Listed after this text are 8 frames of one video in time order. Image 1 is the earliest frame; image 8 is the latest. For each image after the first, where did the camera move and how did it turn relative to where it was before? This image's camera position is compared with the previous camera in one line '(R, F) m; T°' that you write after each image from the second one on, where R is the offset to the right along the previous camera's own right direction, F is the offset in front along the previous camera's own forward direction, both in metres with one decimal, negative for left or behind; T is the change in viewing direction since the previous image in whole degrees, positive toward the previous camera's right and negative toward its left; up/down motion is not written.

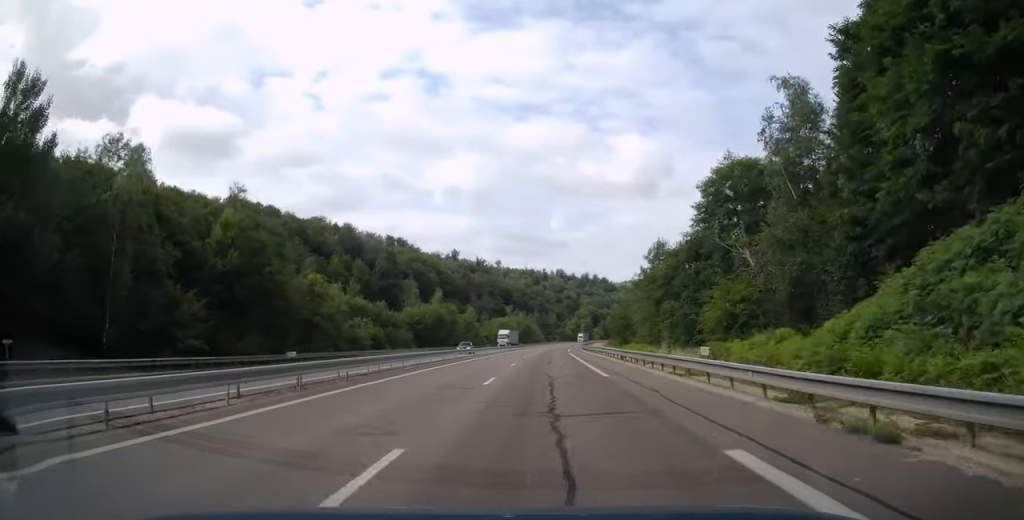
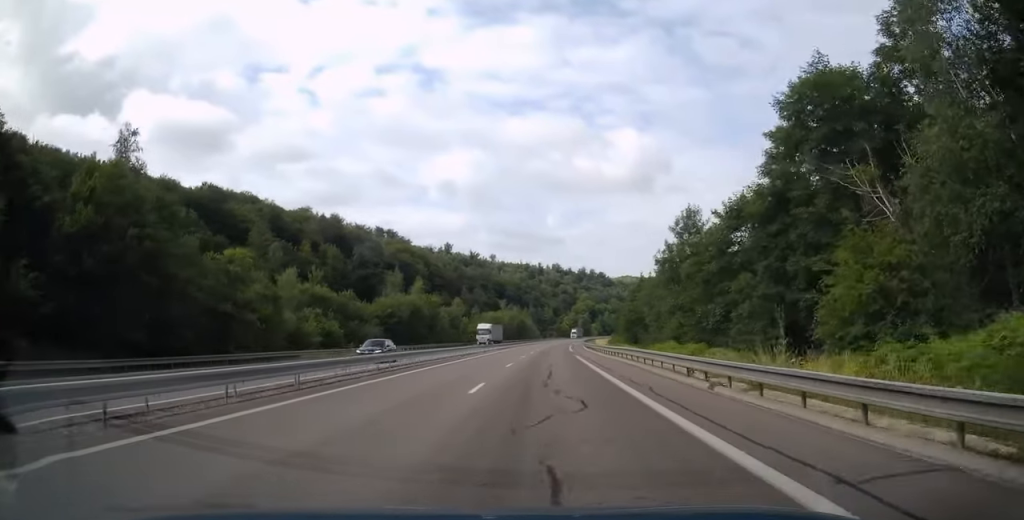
(+0.3, +16.0) m; +1°
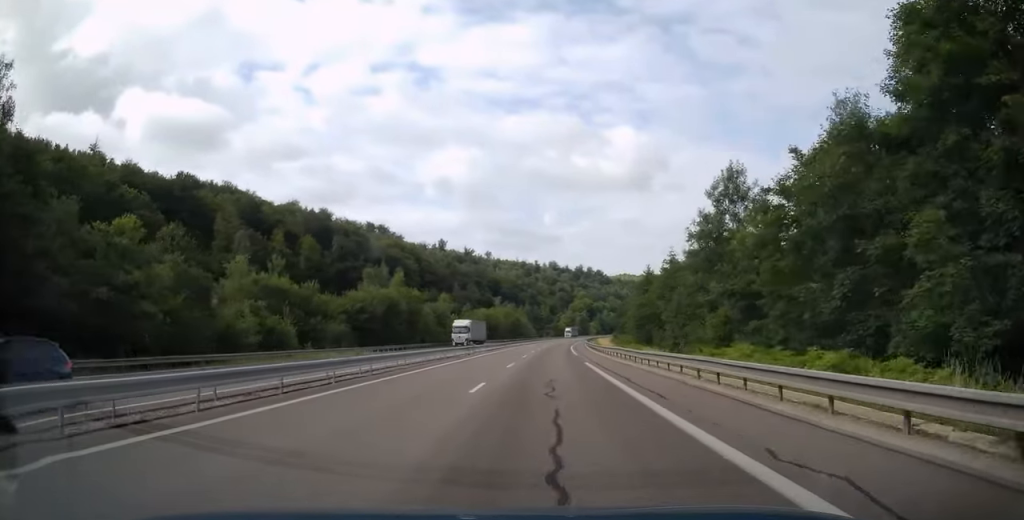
(+0.1, +13.0) m; +1°
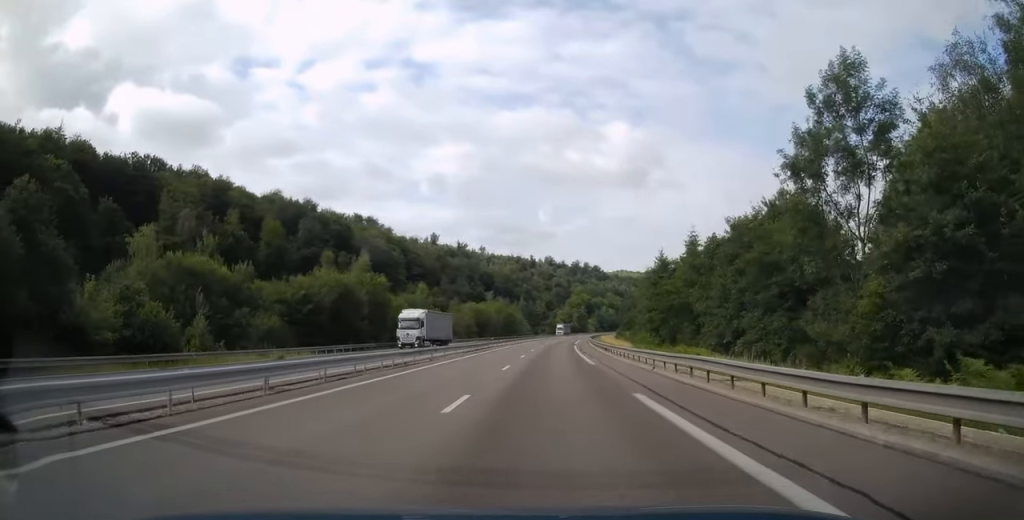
(+0.1, +17.0) m; +1°
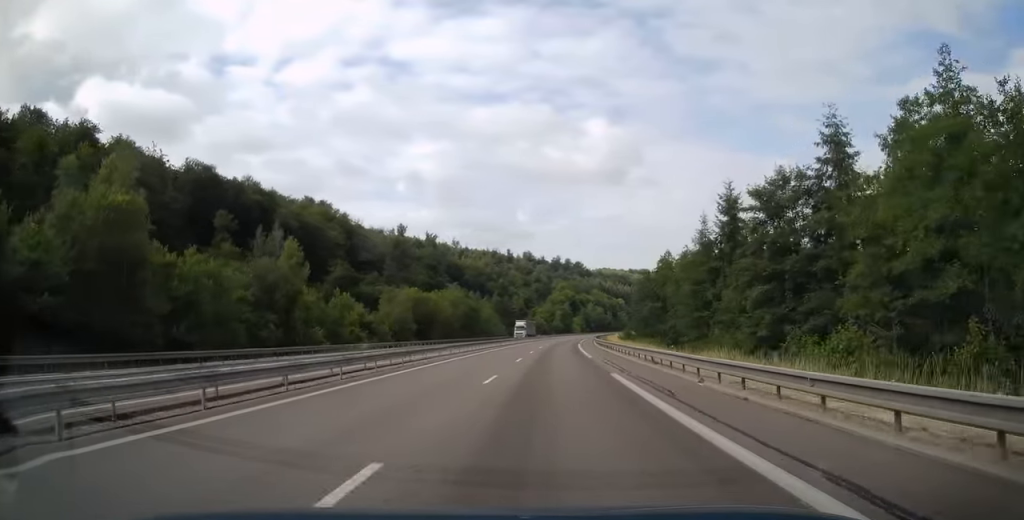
(+1.0, +47.0) m; +3°
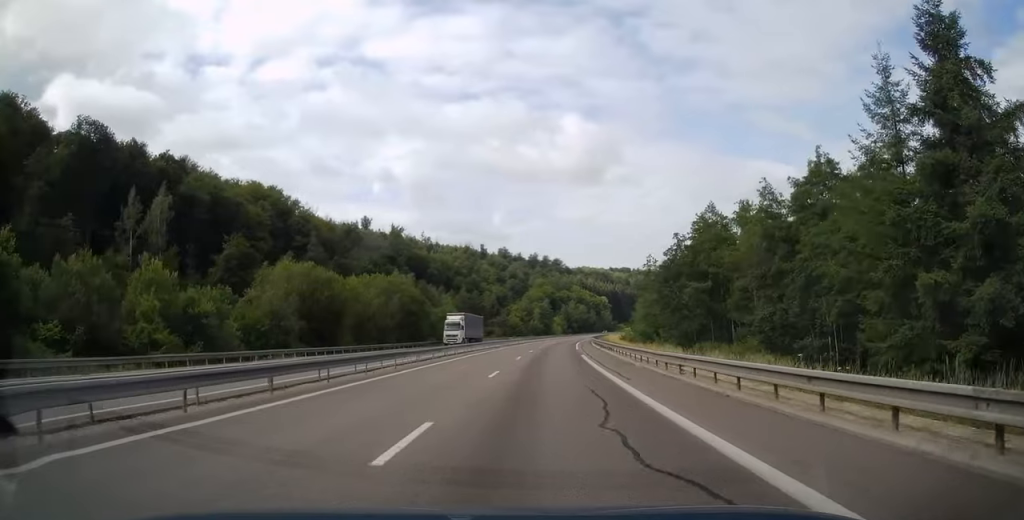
(+0.7, +36.1) m; +2°
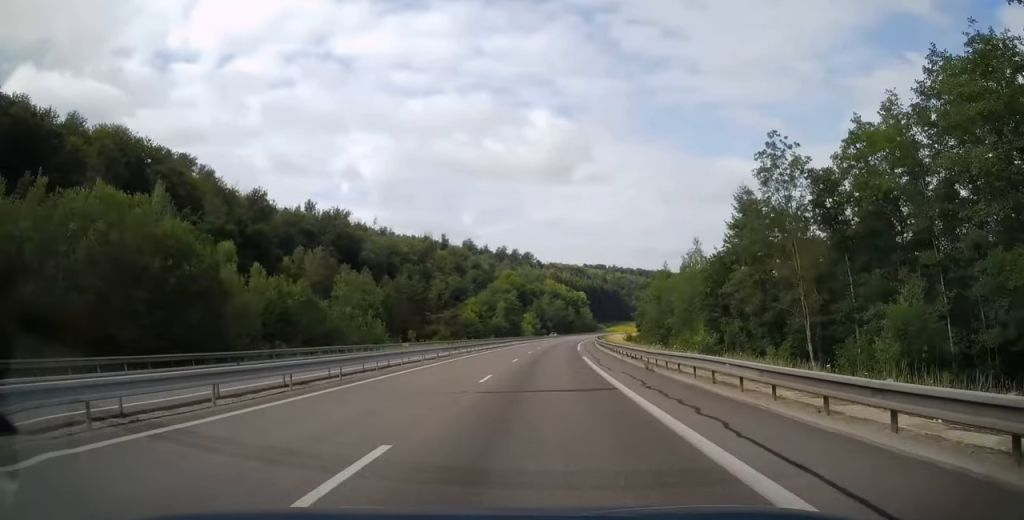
(+1.8, +54.0) m; +4°
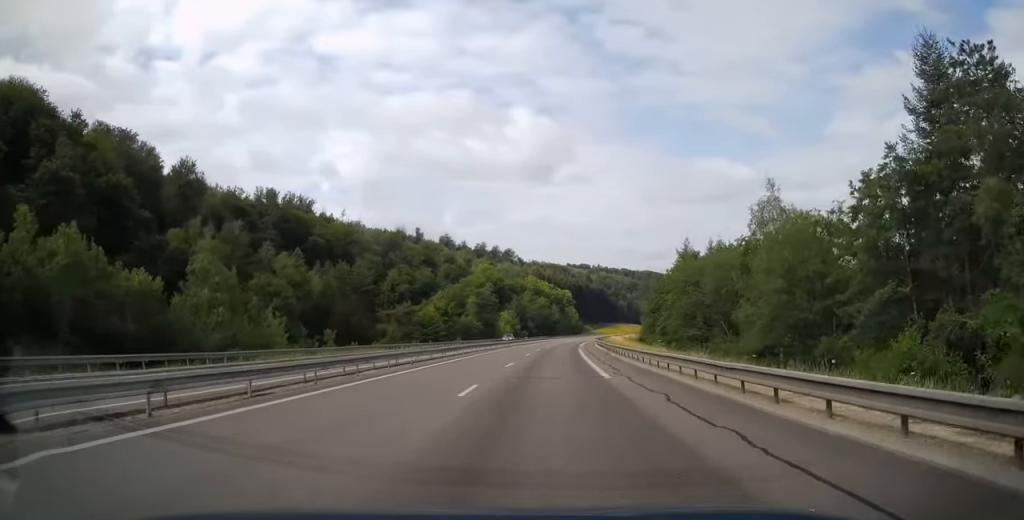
(+0.2, +30.0) m; +1°
